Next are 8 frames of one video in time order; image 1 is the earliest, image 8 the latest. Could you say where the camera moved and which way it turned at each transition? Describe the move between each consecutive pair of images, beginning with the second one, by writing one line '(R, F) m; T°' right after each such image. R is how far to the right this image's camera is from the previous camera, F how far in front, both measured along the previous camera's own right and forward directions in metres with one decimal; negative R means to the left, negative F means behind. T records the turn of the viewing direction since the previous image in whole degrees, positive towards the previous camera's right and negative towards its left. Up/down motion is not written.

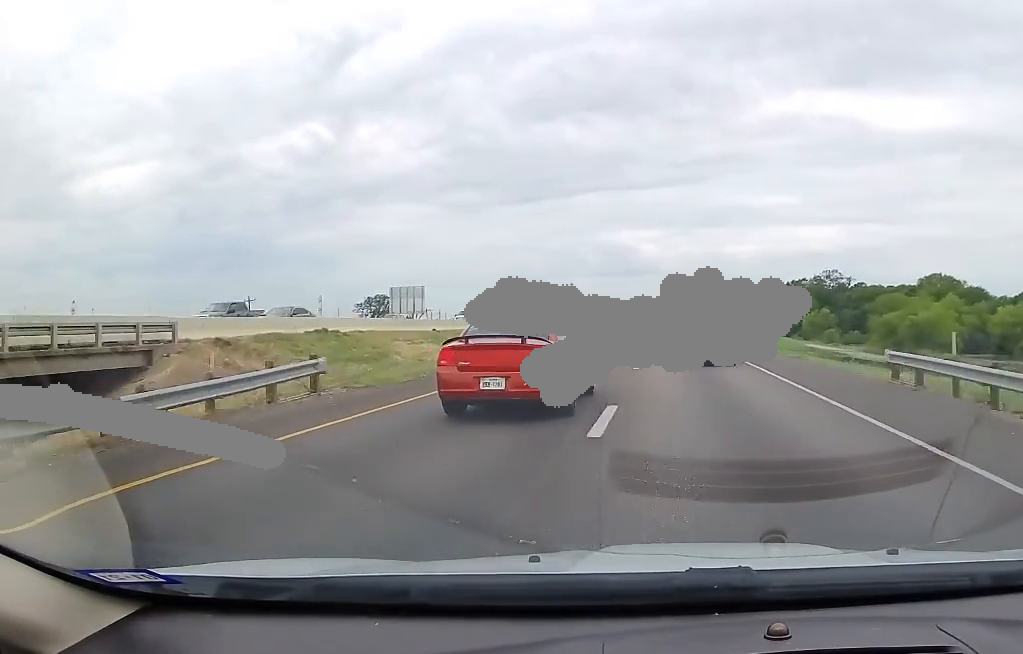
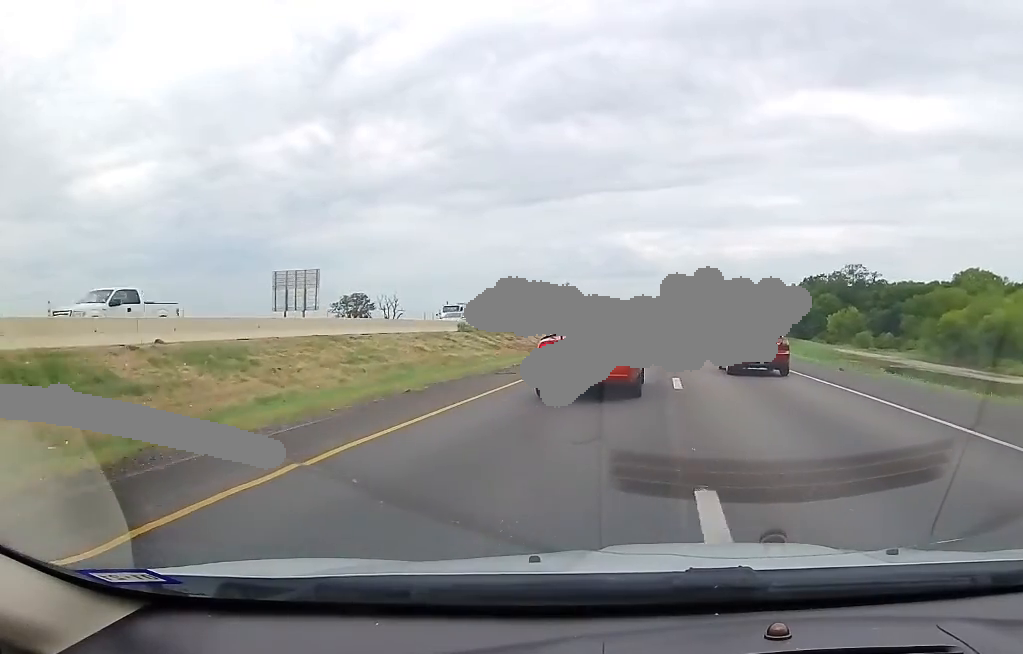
(0.0, +30.5) m; -1°
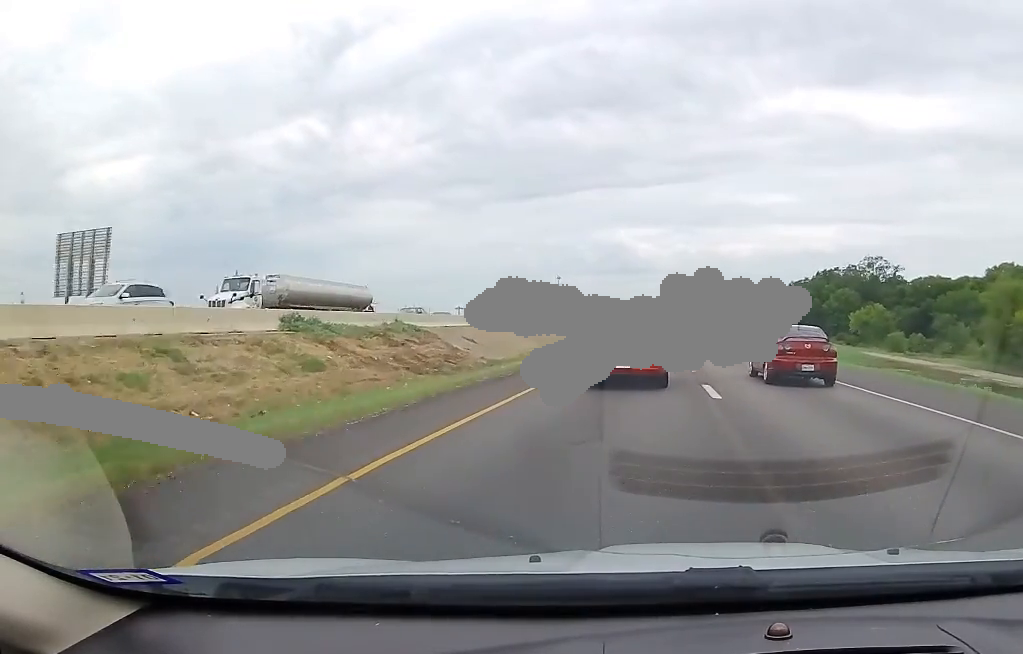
(-0.3, +26.4) m; 0°
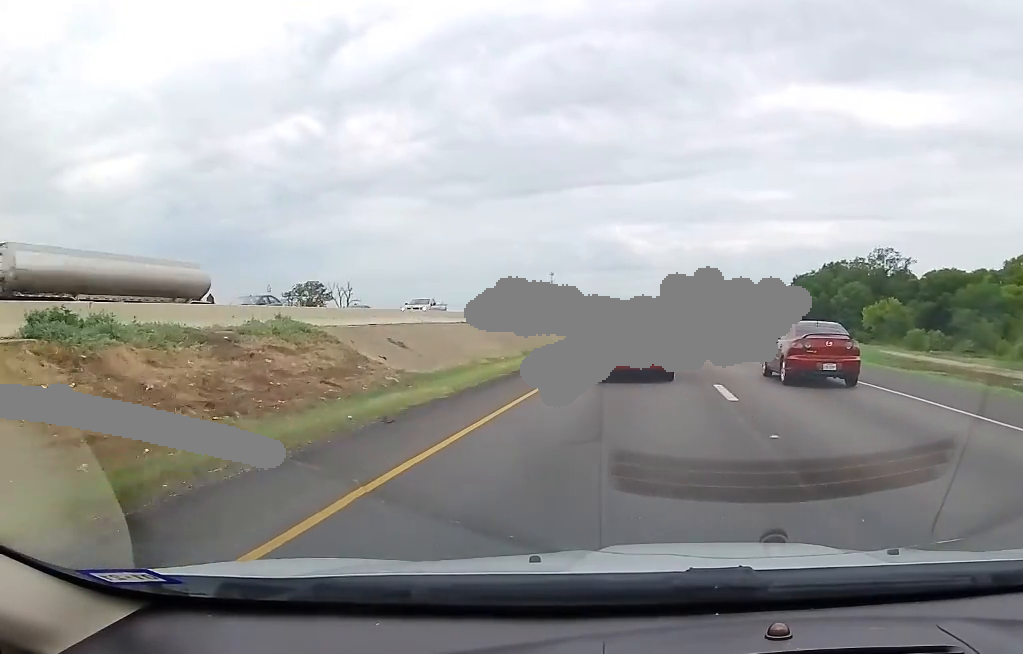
(-0.3, +13.2) m; 0°
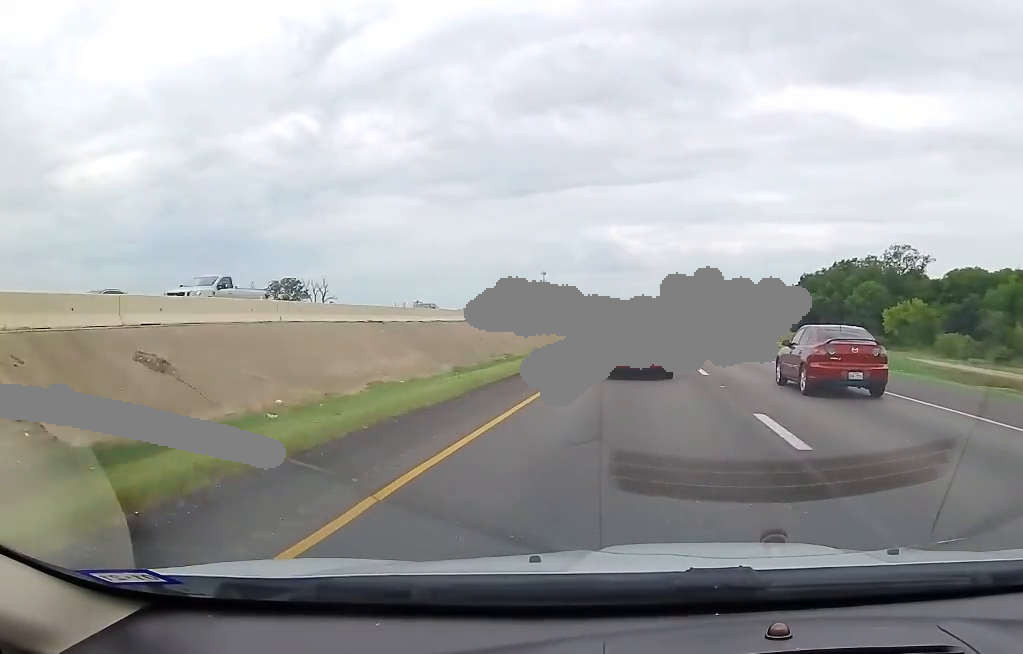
(+0.3, +17.1) m; +1°
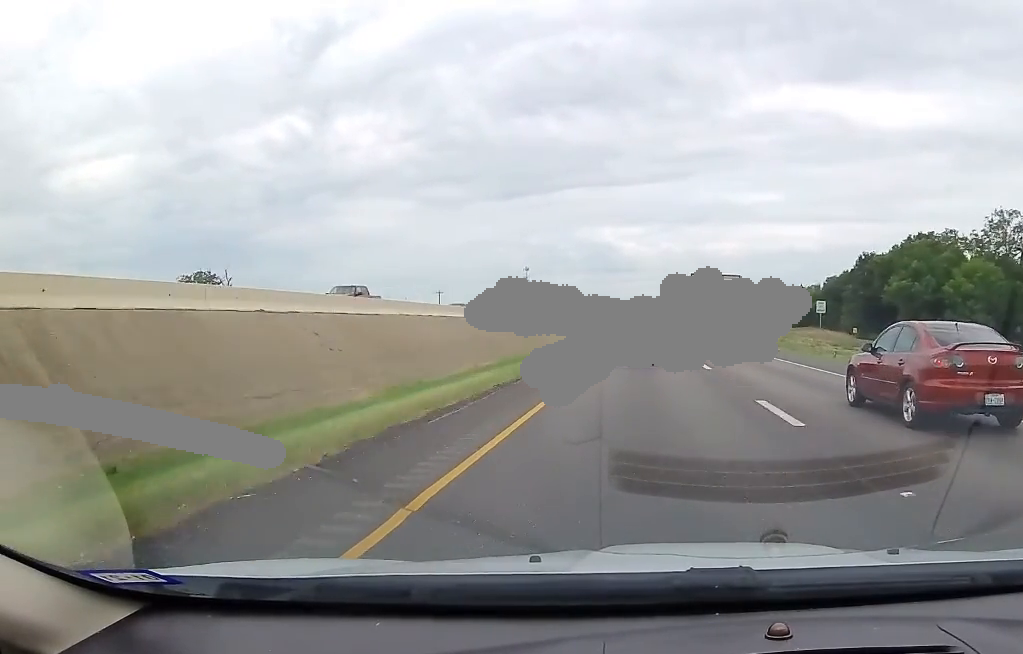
(+0.7, +59.1) m; +1°
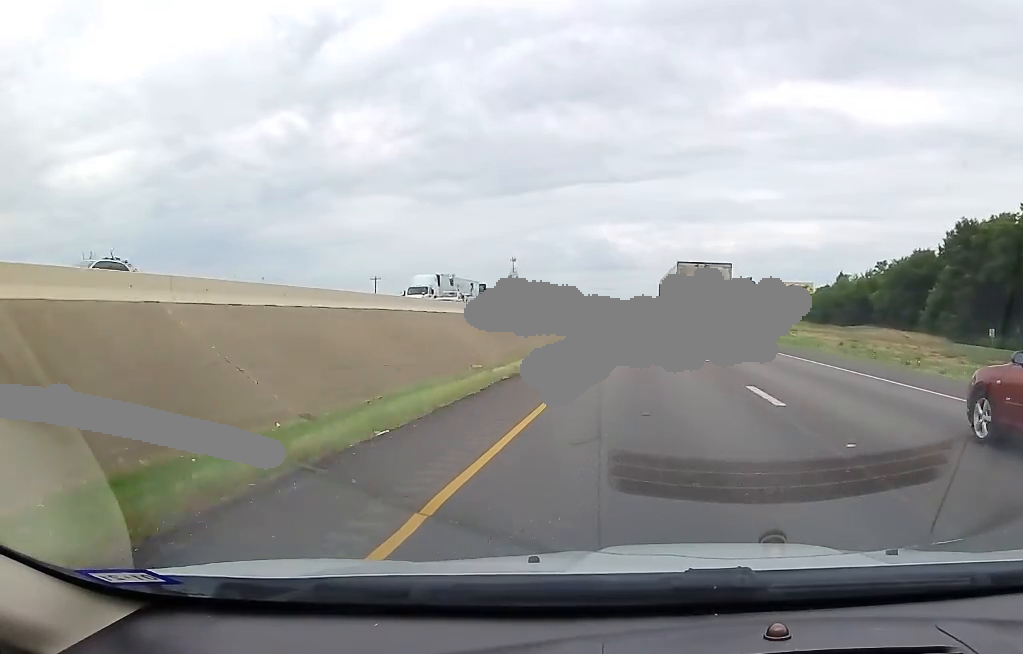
(0.0, +47.4) m; 0°
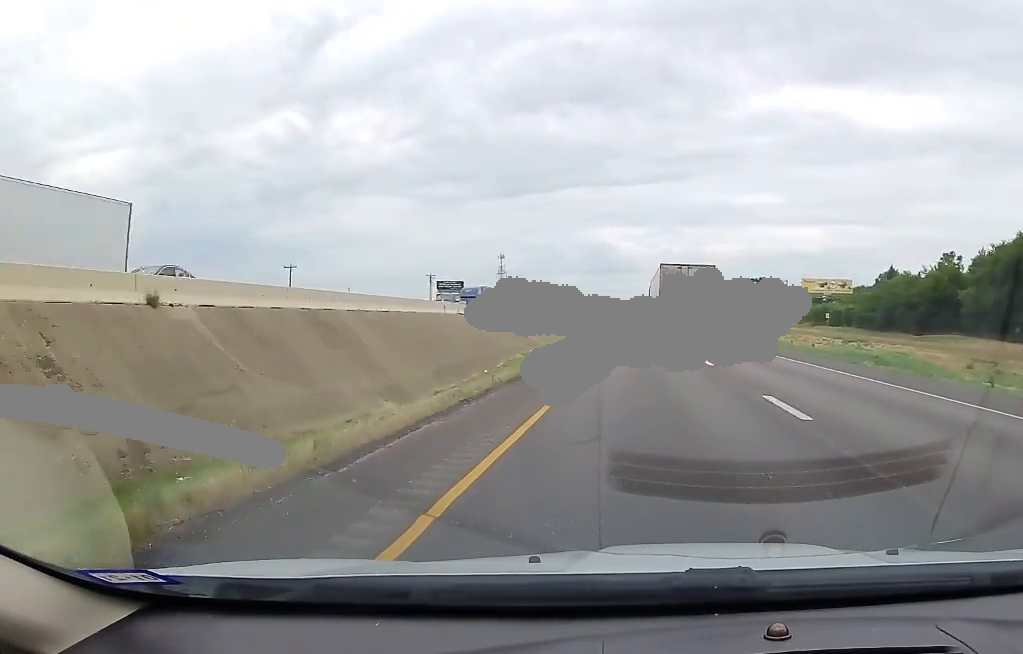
(0.0, +38.9) m; 0°
